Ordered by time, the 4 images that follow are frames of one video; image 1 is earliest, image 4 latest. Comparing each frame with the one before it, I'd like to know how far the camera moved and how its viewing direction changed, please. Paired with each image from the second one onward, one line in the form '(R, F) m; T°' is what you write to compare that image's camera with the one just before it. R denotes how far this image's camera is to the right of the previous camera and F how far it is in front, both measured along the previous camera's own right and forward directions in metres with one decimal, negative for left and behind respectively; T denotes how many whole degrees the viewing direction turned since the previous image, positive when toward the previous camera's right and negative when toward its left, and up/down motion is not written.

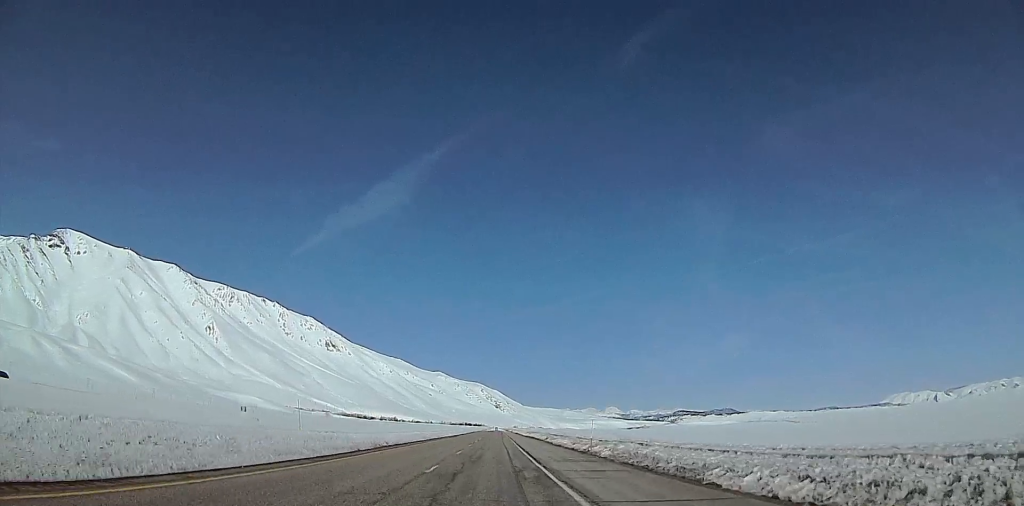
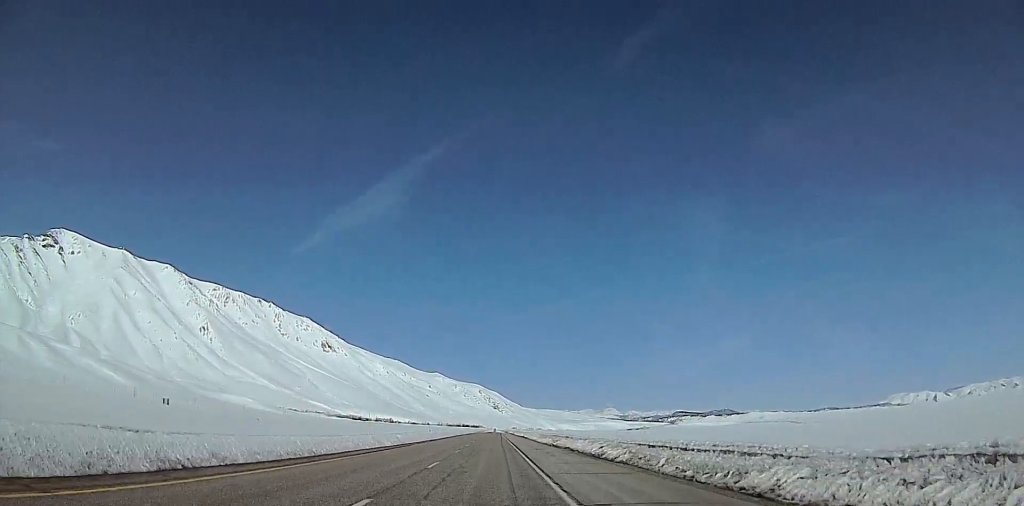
(+1.1, +56.1) m; +2°
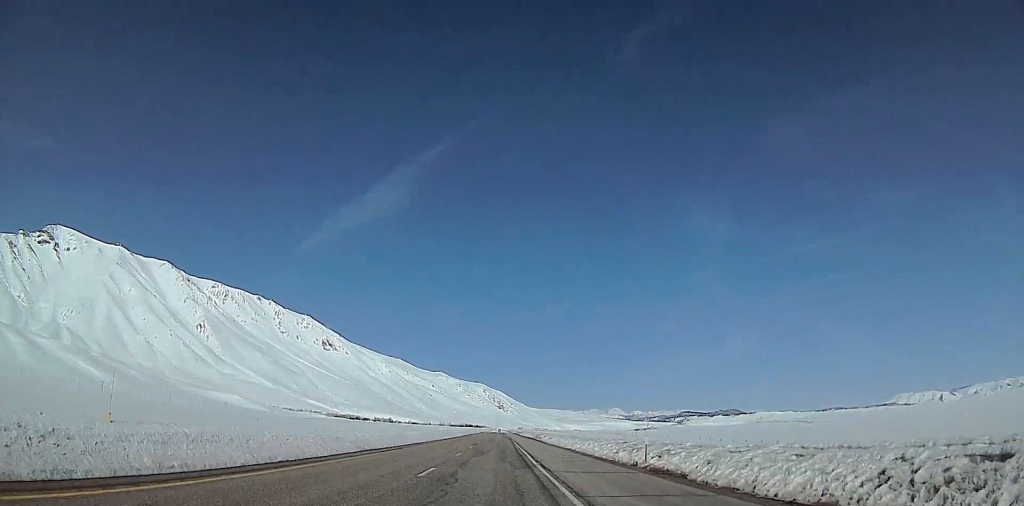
(-2.6, +107.9) m; +1°
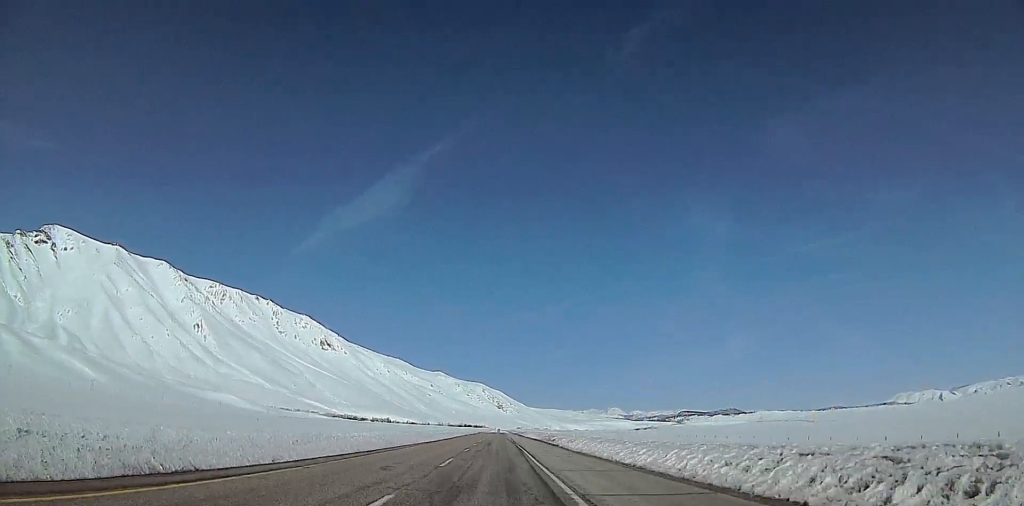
(+0.5, +23.9) m; 0°
